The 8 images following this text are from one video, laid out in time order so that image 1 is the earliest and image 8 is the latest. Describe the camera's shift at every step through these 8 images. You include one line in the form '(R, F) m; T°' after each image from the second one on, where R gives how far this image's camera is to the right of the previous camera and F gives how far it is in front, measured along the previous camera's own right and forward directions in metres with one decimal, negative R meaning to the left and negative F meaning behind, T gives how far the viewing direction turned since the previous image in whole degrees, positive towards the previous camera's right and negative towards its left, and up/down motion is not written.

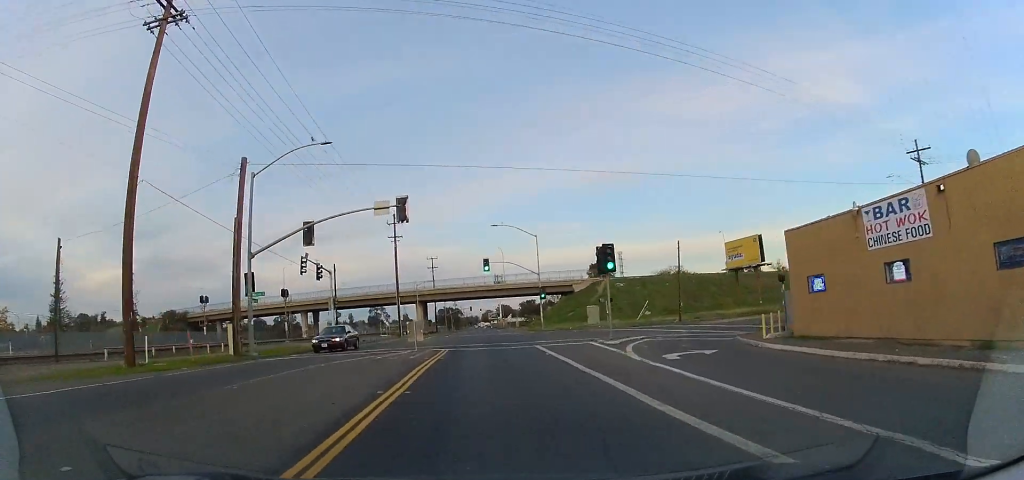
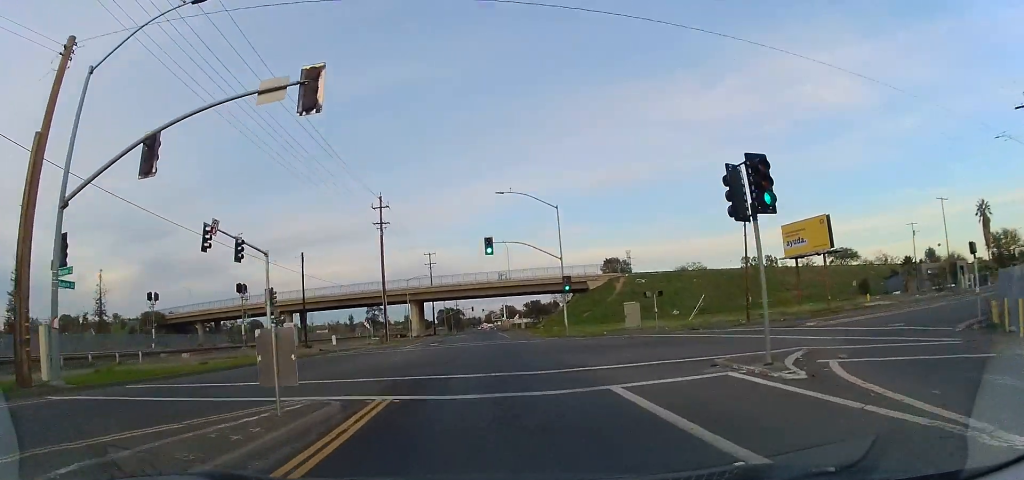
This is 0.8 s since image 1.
(+0.4, +14.2) m; +2°
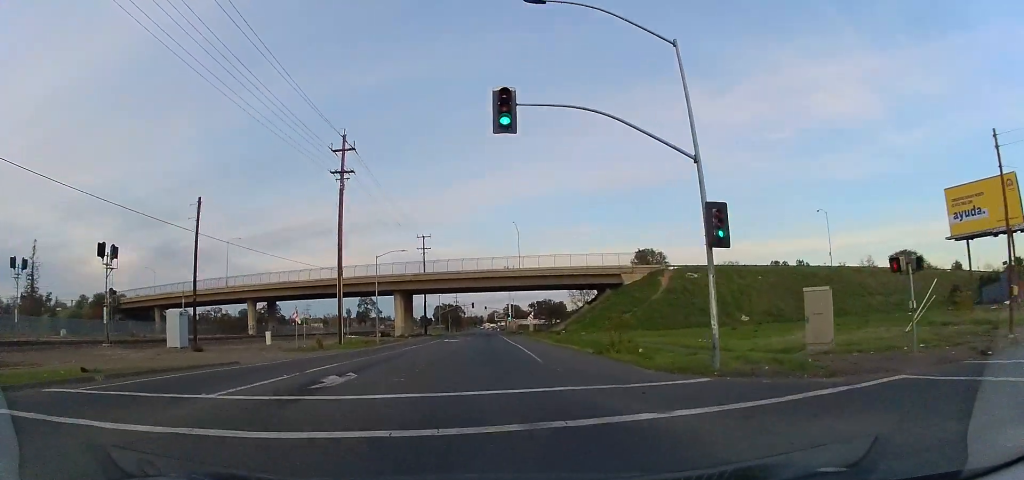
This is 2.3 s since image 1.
(-0.6, +24.4) m; -3°
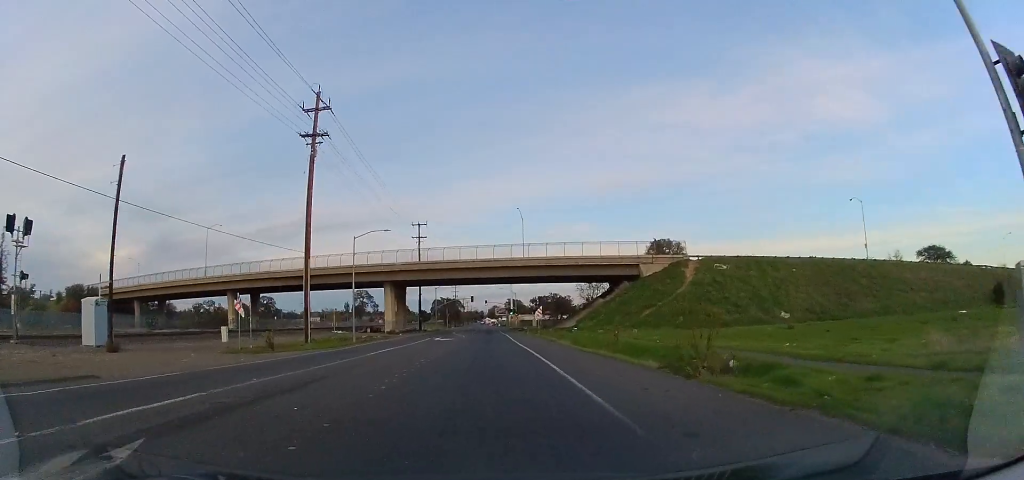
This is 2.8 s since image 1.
(-0.2, +9.7) m; -1°
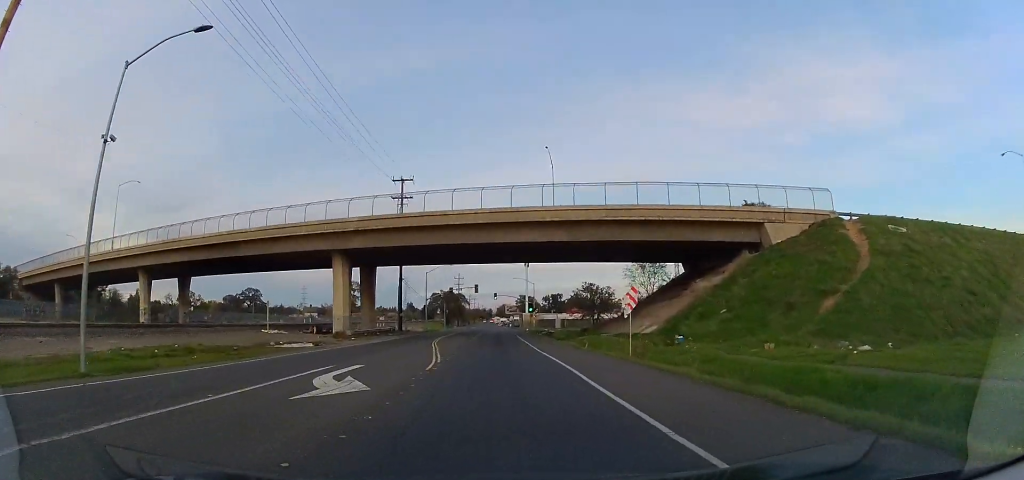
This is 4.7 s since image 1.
(-1.2, +32.0) m; -5°
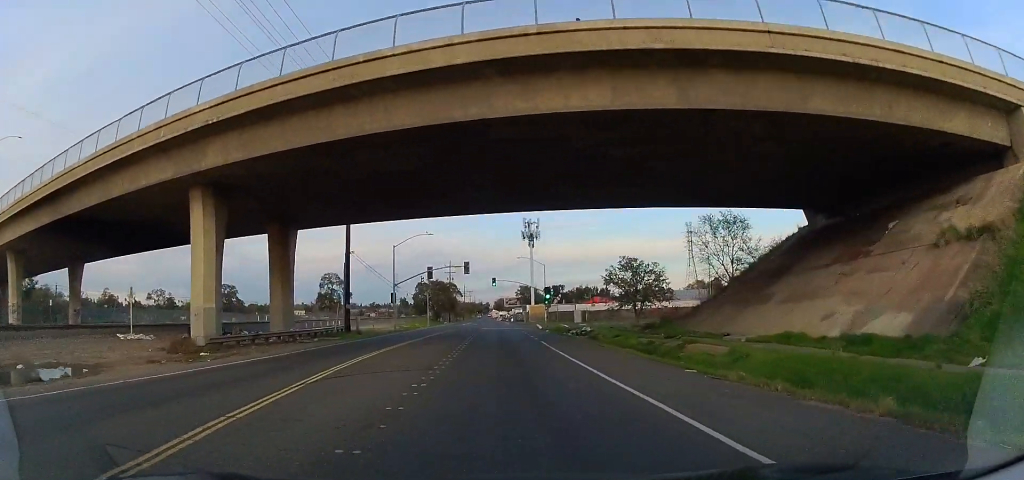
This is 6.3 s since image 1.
(0.0, +25.7) m; +2°
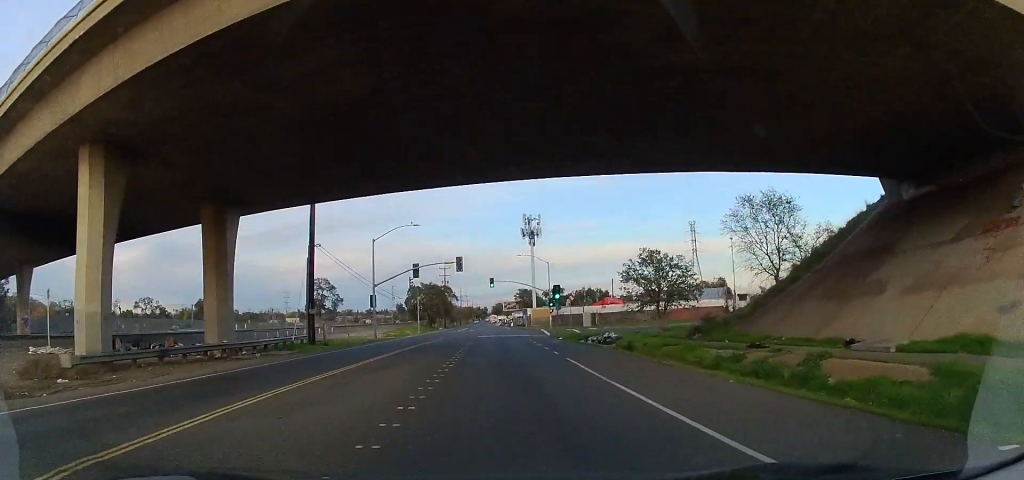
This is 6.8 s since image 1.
(+0.1, +9.0) m; +2°
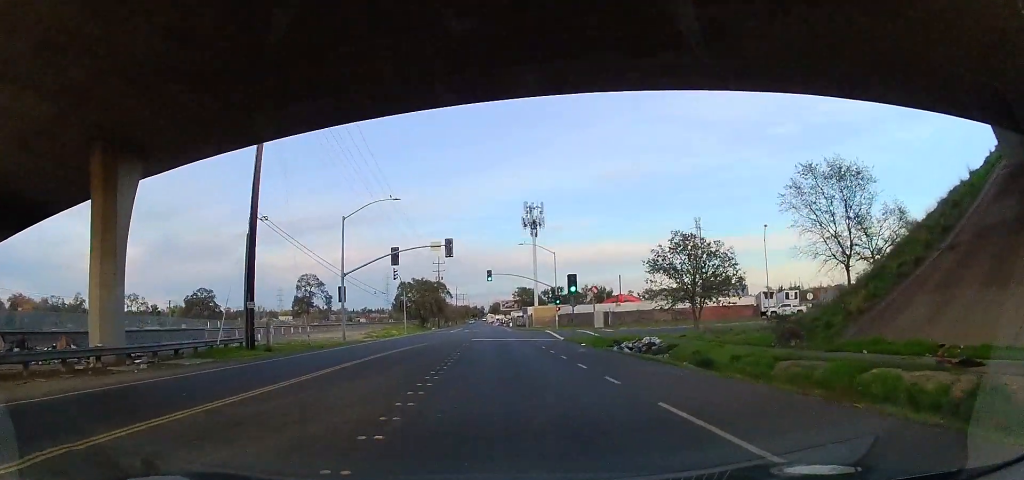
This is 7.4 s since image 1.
(+0.2, +9.7) m; -1°
